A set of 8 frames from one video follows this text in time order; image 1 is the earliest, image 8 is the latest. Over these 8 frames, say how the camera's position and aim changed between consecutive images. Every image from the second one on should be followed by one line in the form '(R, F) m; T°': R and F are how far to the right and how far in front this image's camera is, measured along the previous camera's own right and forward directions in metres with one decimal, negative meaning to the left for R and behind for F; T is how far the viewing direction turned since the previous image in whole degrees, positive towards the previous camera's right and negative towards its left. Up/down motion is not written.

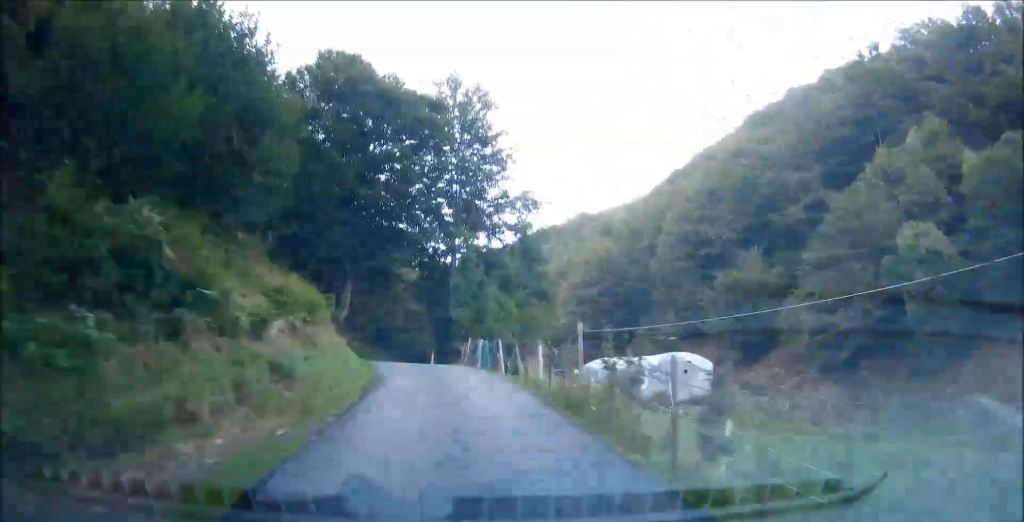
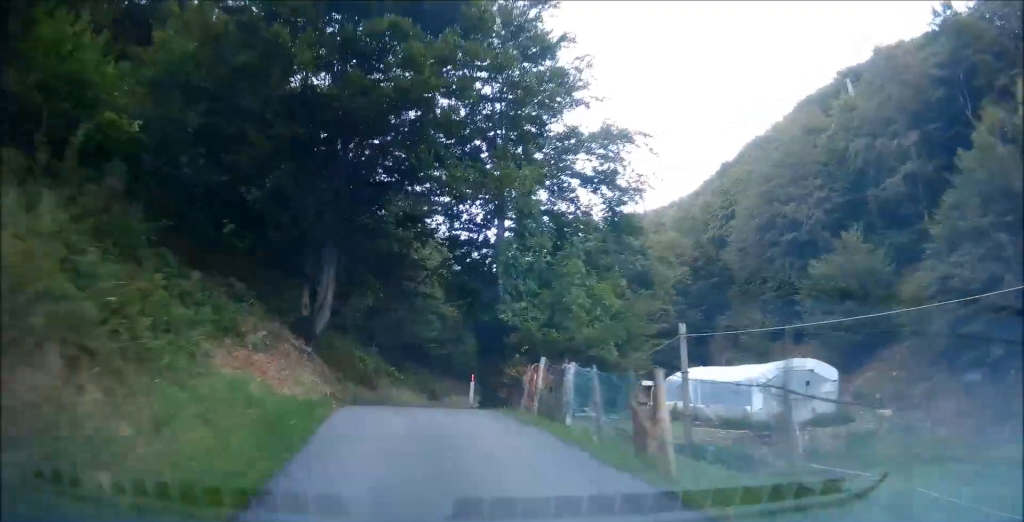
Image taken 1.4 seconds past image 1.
(-0.8, +13.1) m; -13°
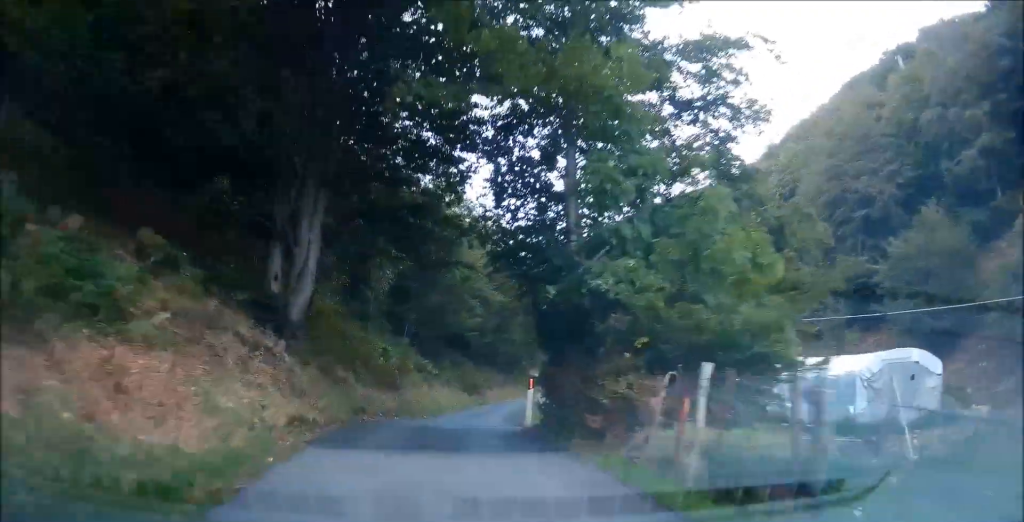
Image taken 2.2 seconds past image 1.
(-0.9, +7.2) m; -8°
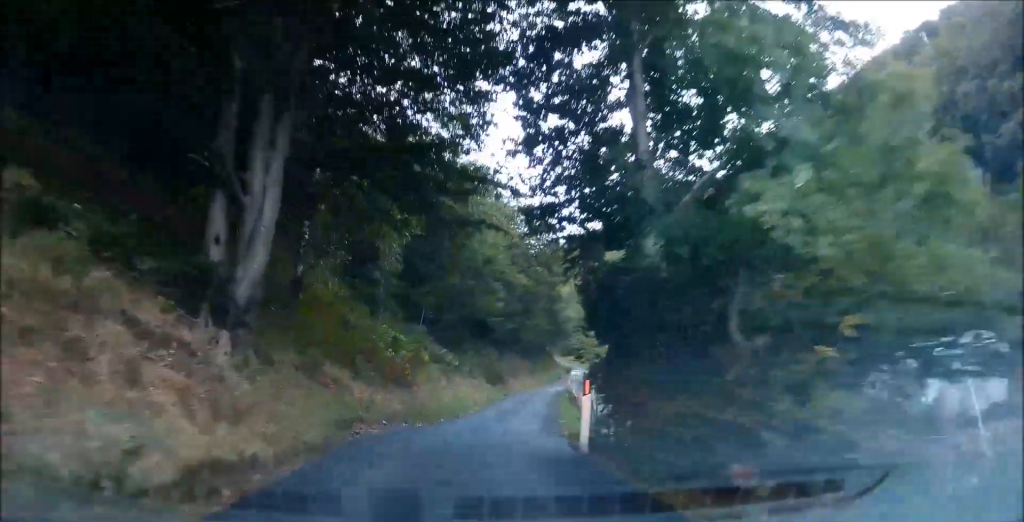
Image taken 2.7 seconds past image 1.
(-0.3, +4.5) m; -3°
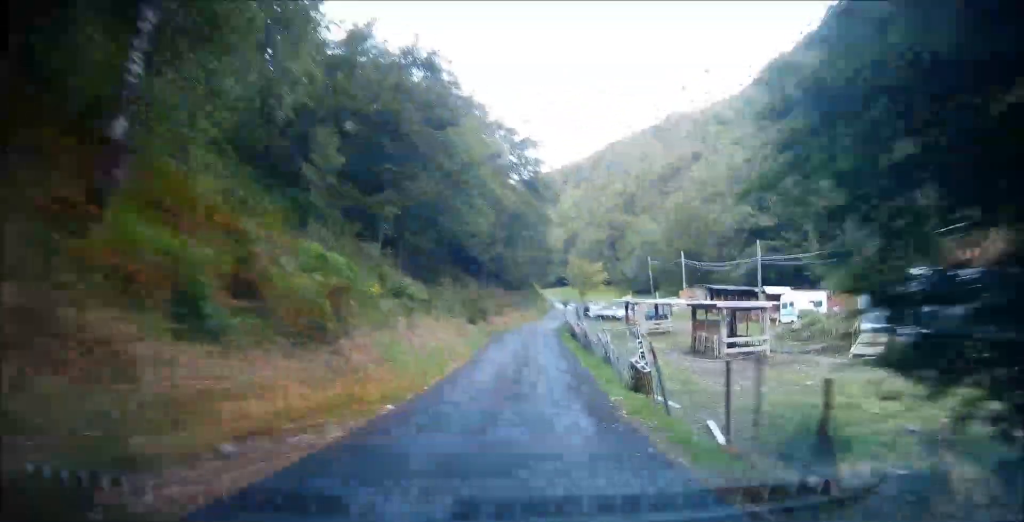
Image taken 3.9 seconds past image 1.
(-0.2, +10.3) m; -3°
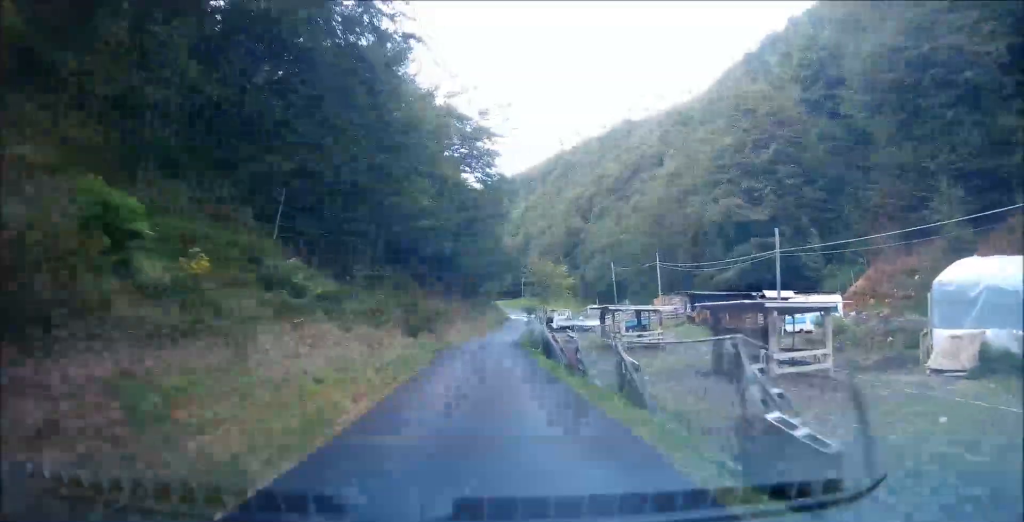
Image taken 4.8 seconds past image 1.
(-0.3, +8.5) m; -2°
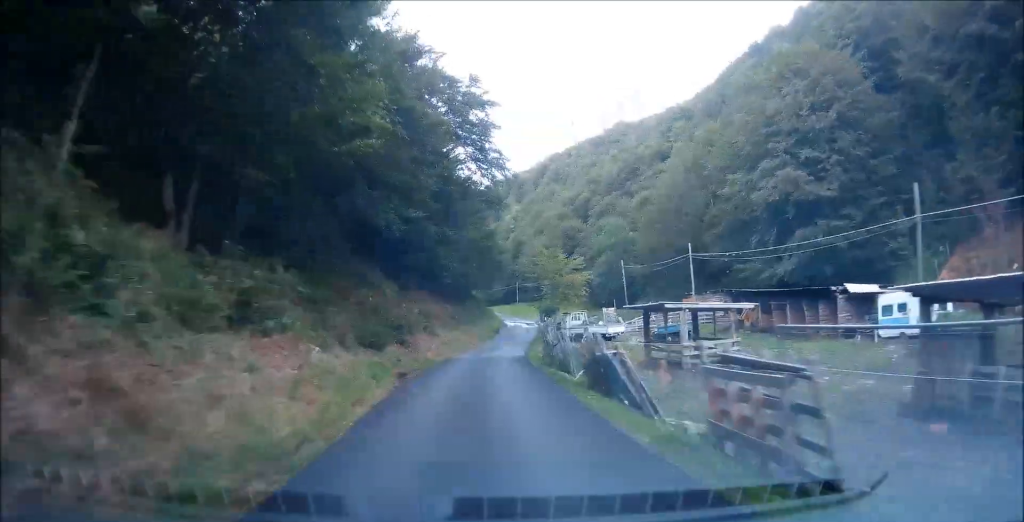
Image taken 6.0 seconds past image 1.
(+0.1, +11.1) m; +3°
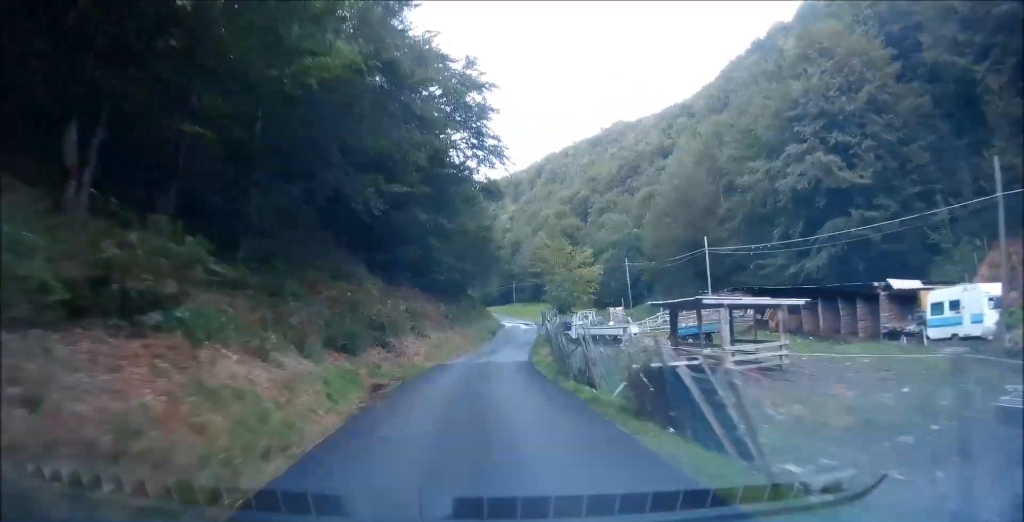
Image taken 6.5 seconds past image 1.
(+0.2, +4.2) m; +1°
